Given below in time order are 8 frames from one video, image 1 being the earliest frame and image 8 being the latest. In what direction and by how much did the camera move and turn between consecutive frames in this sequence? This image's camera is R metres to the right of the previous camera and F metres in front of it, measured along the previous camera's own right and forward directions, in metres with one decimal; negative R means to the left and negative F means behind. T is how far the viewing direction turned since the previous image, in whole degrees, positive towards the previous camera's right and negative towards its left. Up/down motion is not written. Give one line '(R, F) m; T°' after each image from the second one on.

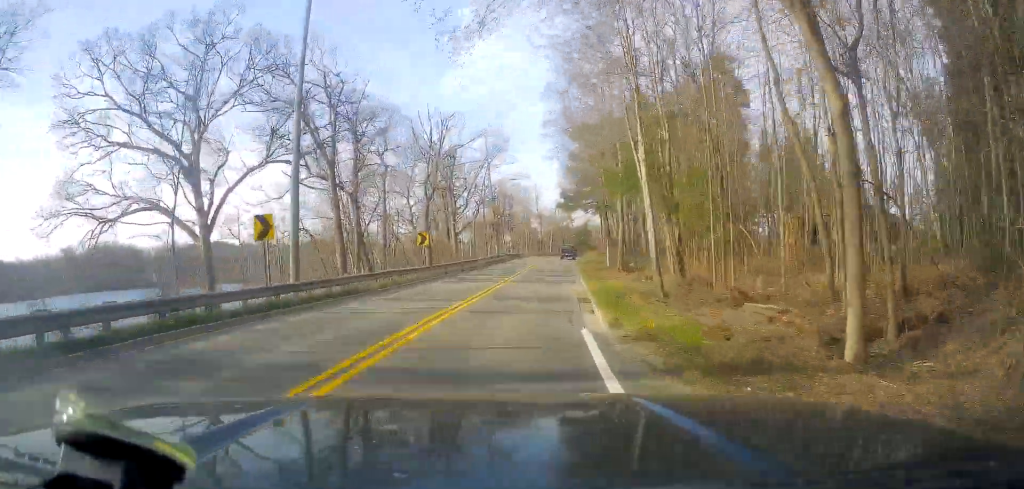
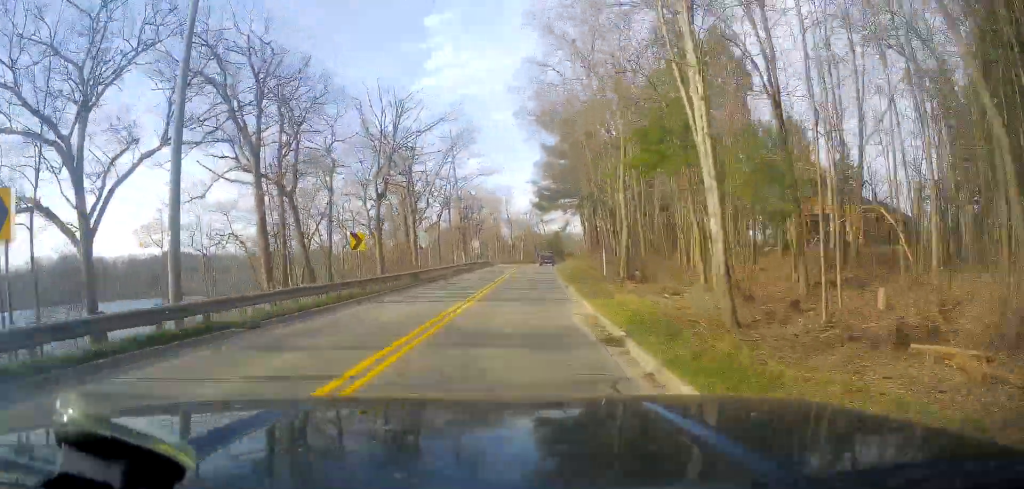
(+0.2, +9.5) m; +2°
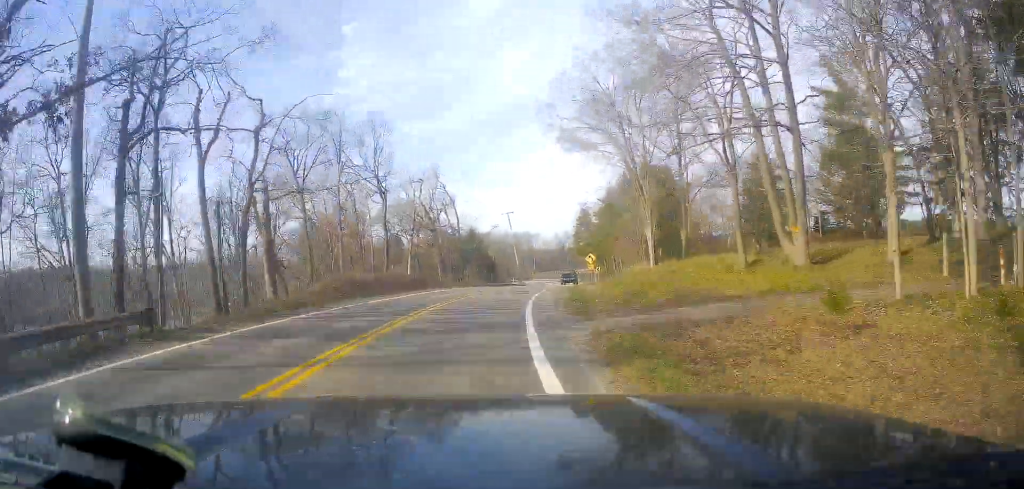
(+9.8, +77.5) m; +12°
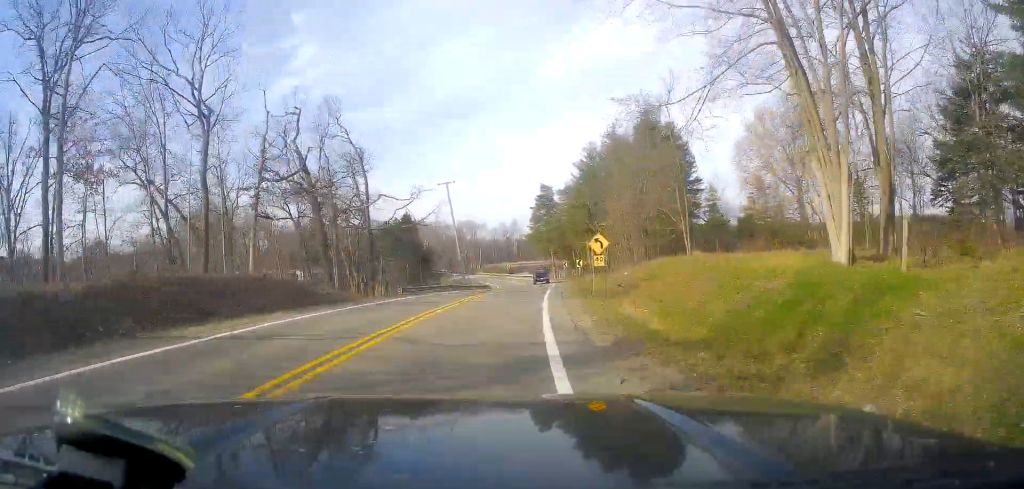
(+0.5, +32.0) m; +6°
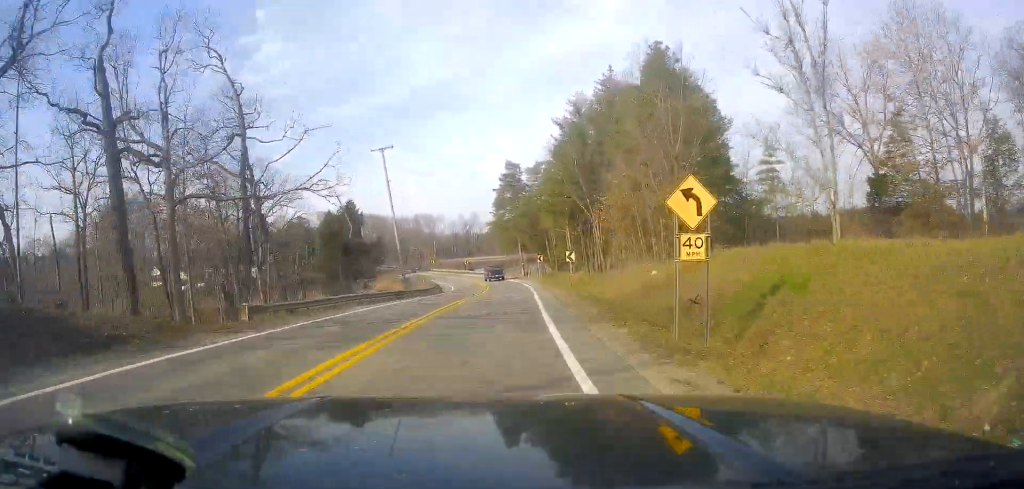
(+2.0, +21.4) m; +6°
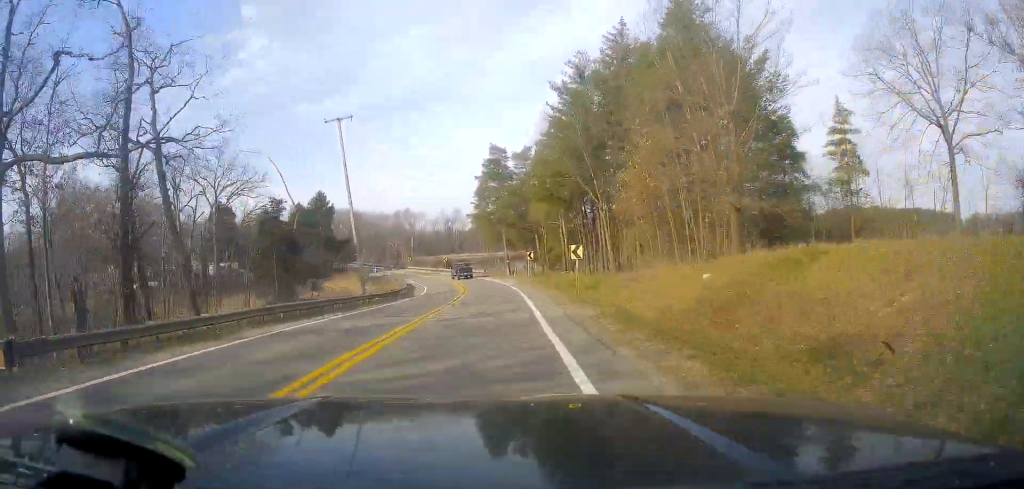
(+0.2, +11.5) m; 0°
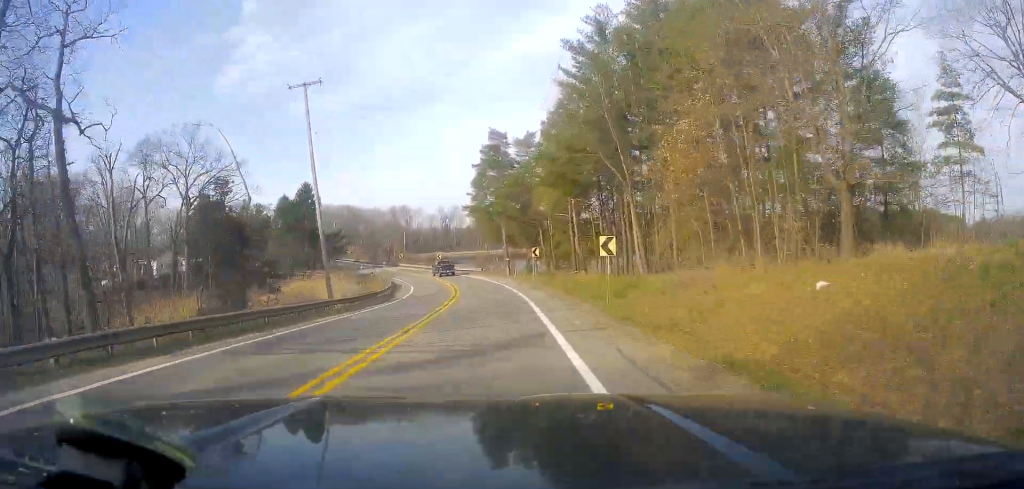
(+0.2, +9.2) m; 0°
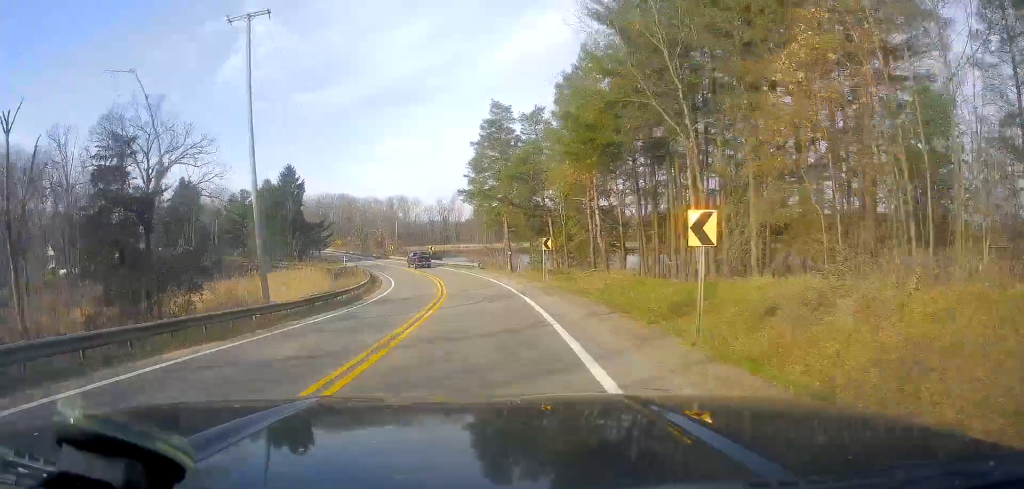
(-0.1, +10.6) m; -1°
